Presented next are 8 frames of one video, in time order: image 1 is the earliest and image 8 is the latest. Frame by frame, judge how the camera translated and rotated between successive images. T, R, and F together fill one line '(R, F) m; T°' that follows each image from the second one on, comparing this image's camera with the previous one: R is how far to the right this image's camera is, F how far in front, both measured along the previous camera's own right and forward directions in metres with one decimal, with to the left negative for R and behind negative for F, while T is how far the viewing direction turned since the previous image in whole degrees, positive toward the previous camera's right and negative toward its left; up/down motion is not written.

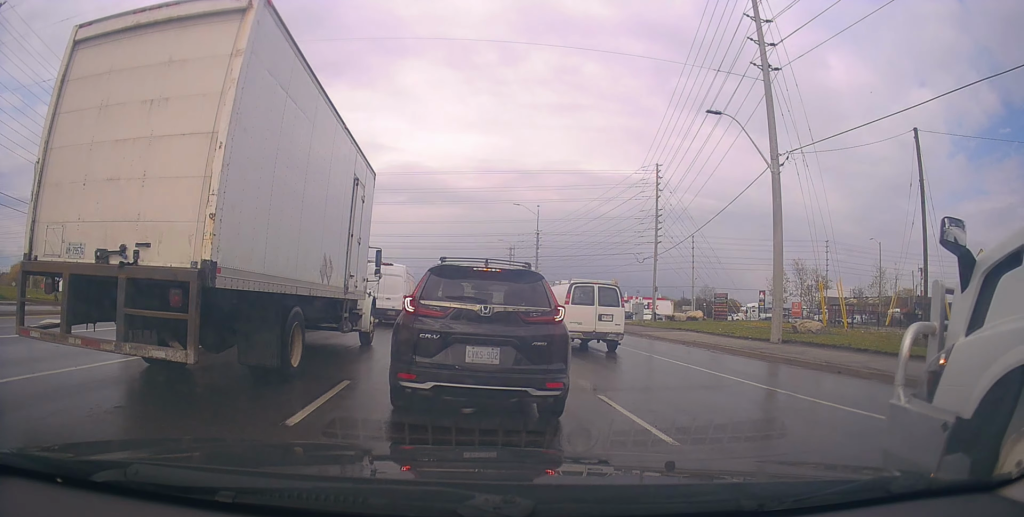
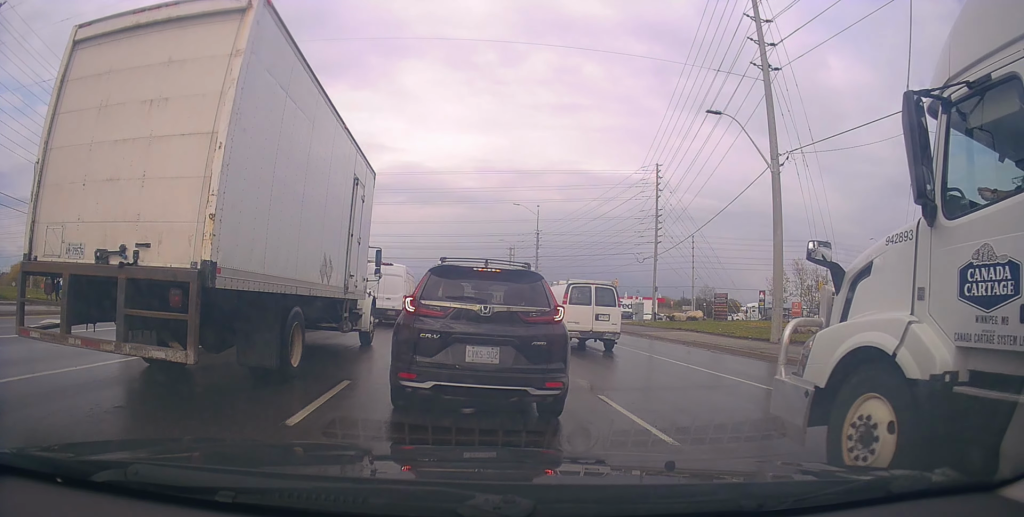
(0.0, 0.0) m; 0°
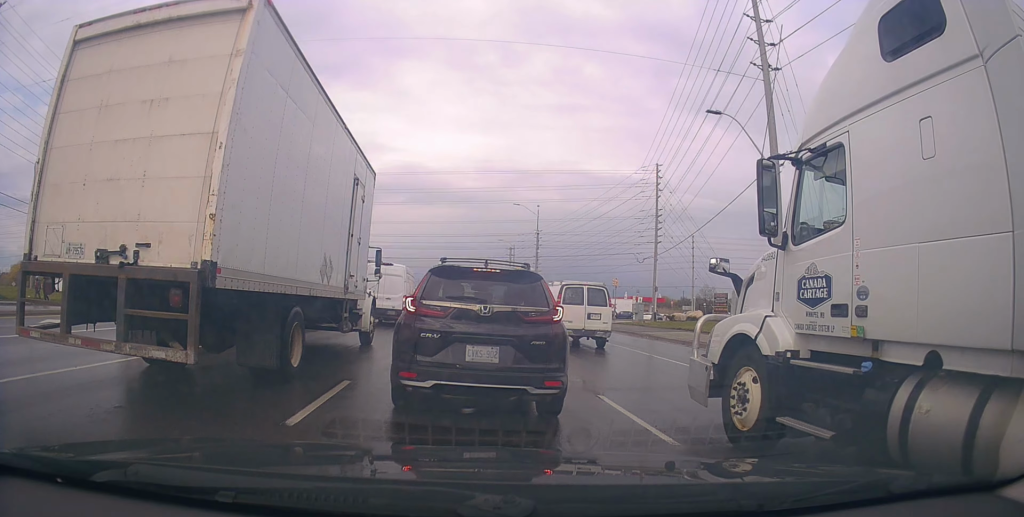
(0.0, 0.0) m; 0°
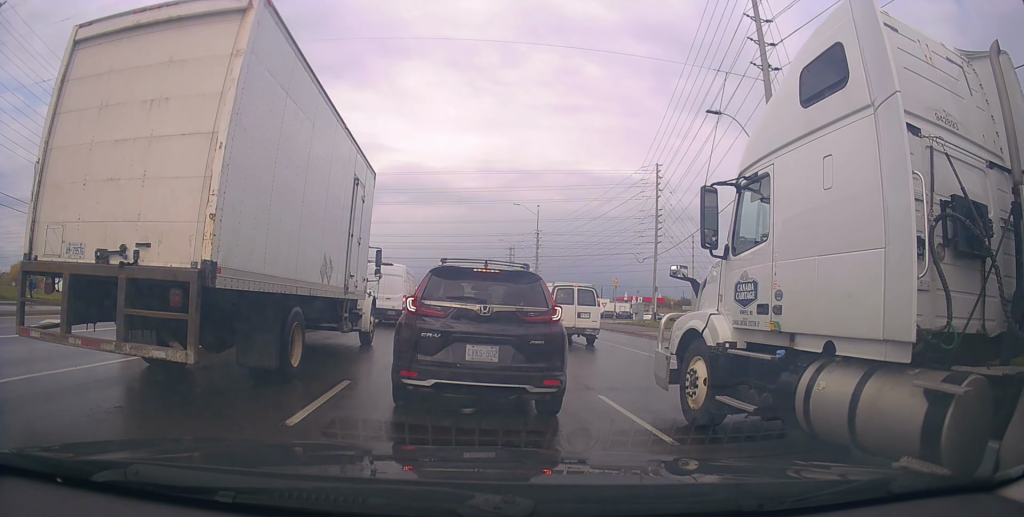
(0.0, 0.0) m; 0°
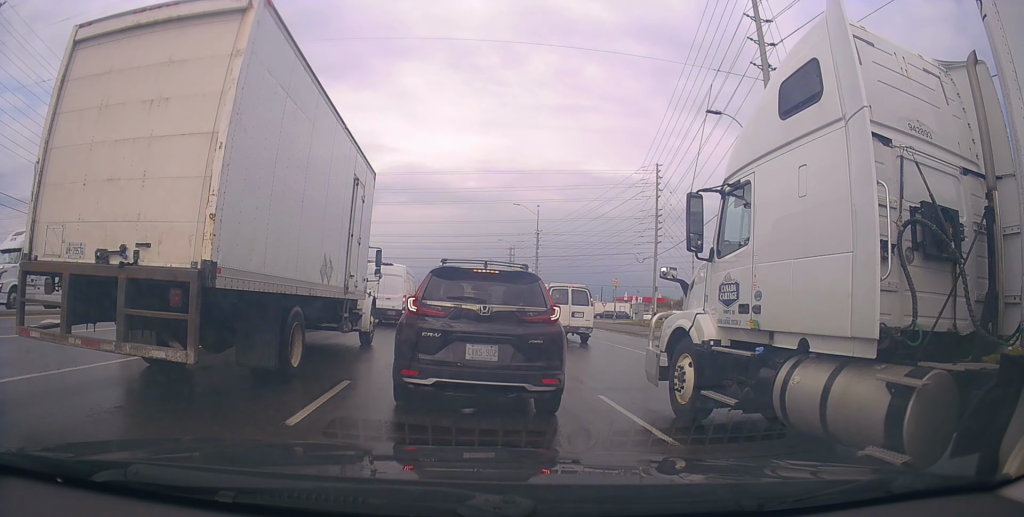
(0.0, 0.0) m; 0°
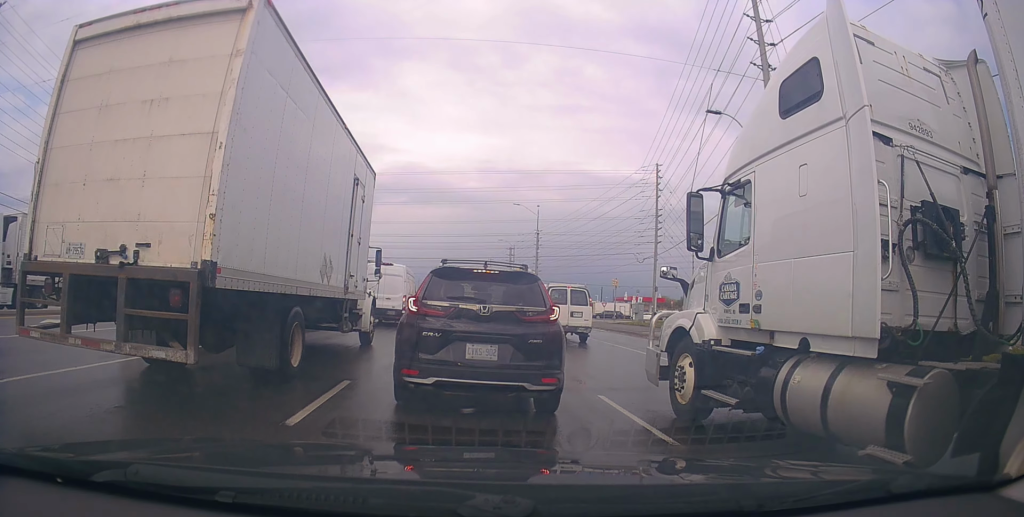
(0.0, 0.0) m; 0°
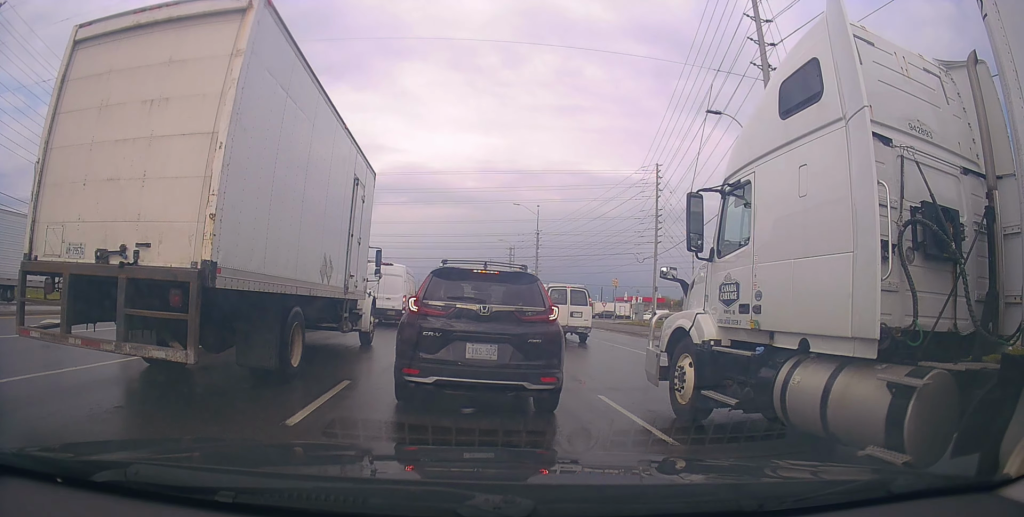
(0.0, 0.0) m; 0°
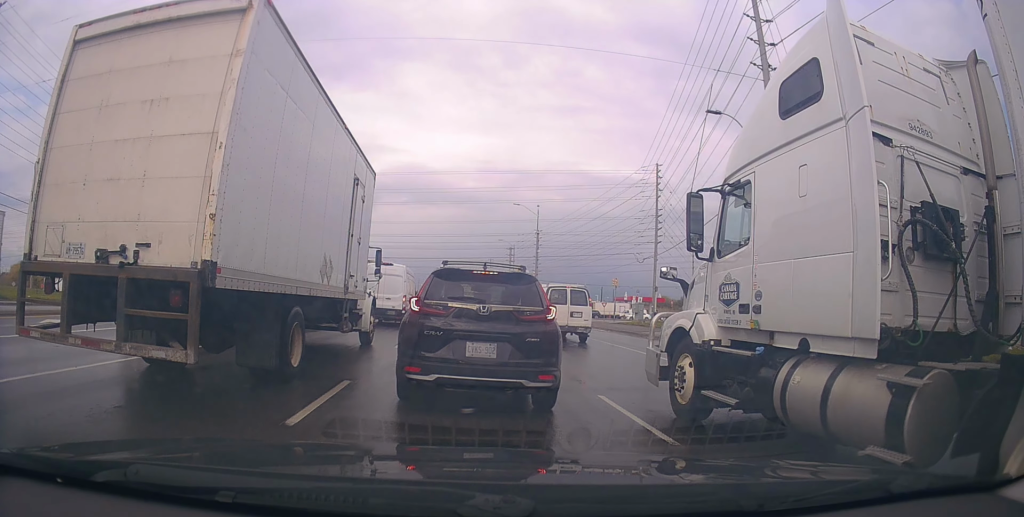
(0.0, 0.0) m; 0°
